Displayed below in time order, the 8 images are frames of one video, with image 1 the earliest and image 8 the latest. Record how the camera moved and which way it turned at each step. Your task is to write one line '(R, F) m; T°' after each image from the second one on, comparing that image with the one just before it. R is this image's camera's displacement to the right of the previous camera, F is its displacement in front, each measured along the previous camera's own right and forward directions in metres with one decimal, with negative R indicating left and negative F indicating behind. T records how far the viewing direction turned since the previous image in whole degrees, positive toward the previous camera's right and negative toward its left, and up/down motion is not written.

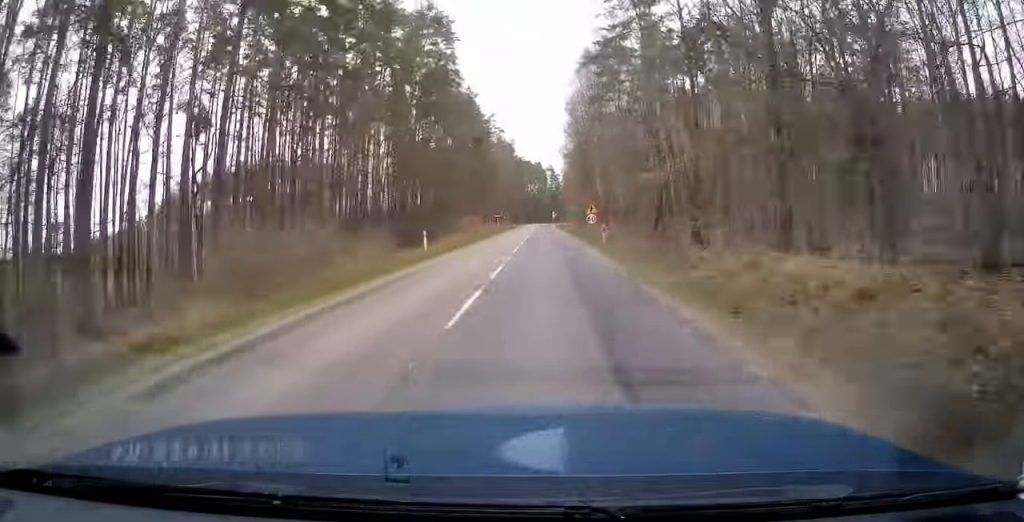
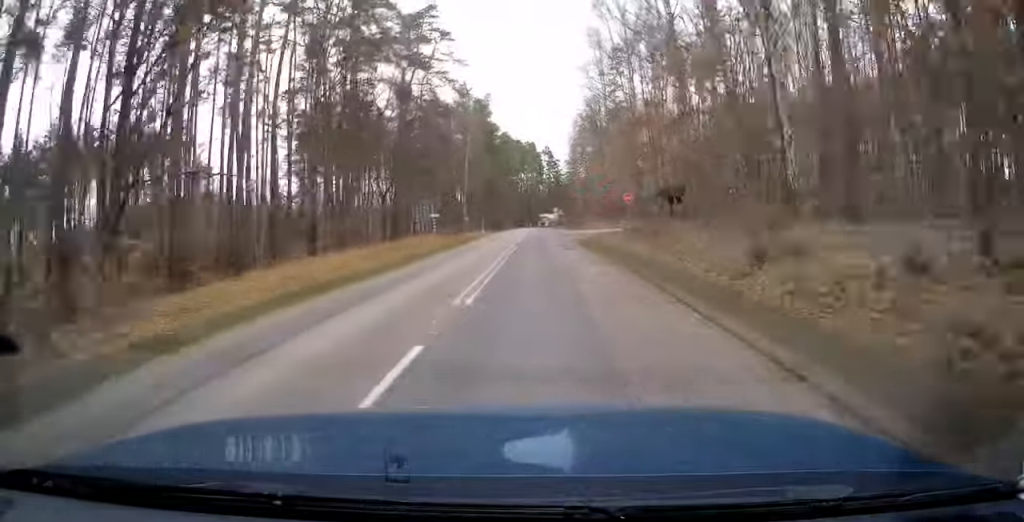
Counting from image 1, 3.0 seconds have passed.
(+0.2, +67.8) m; 0°
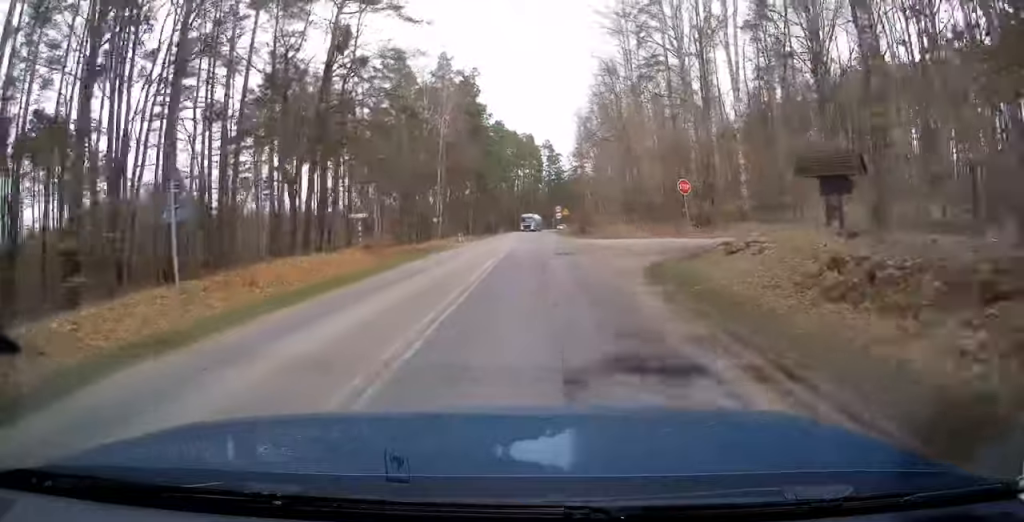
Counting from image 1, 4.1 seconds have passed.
(+0.1, +23.7) m; 0°
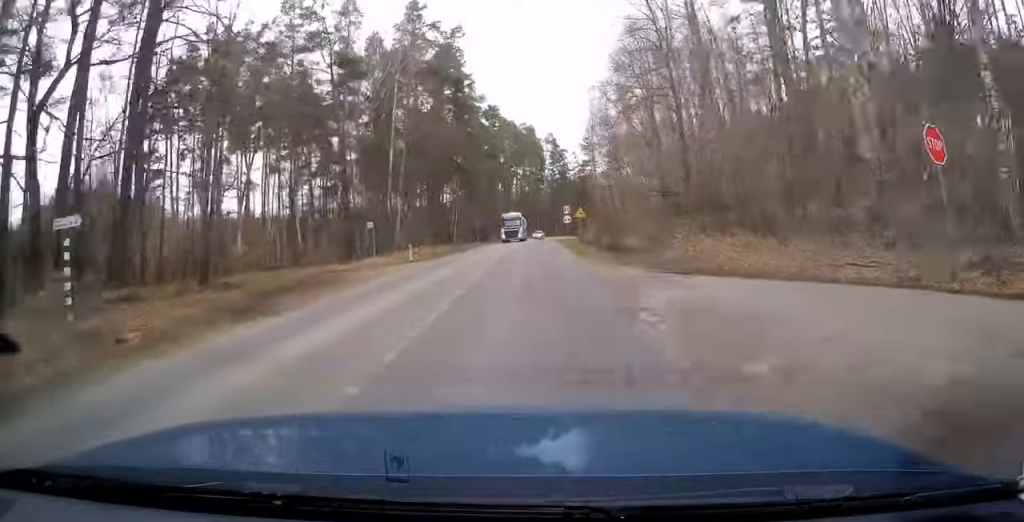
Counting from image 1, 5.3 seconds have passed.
(-0.2, +24.0) m; 0°
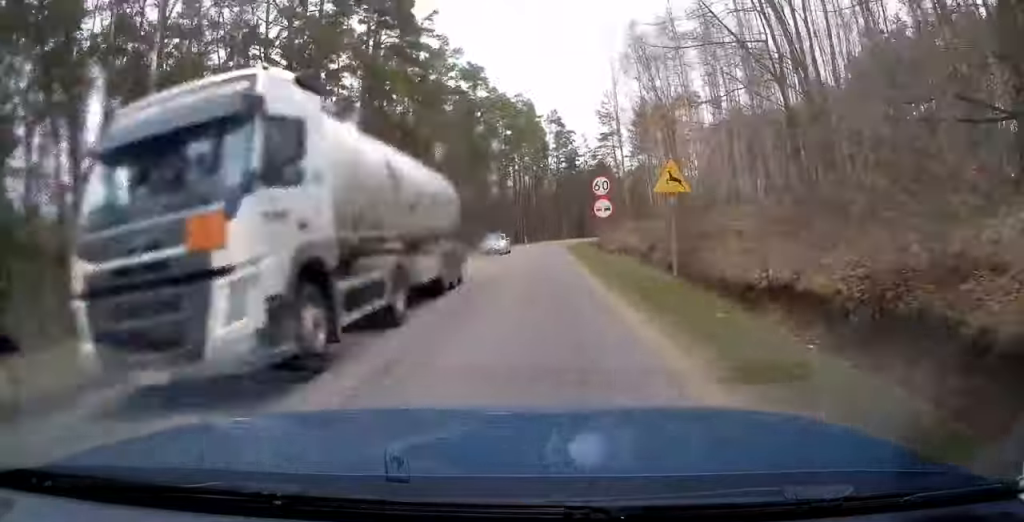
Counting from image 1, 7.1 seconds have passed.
(-0.1, +32.1) m; 0°
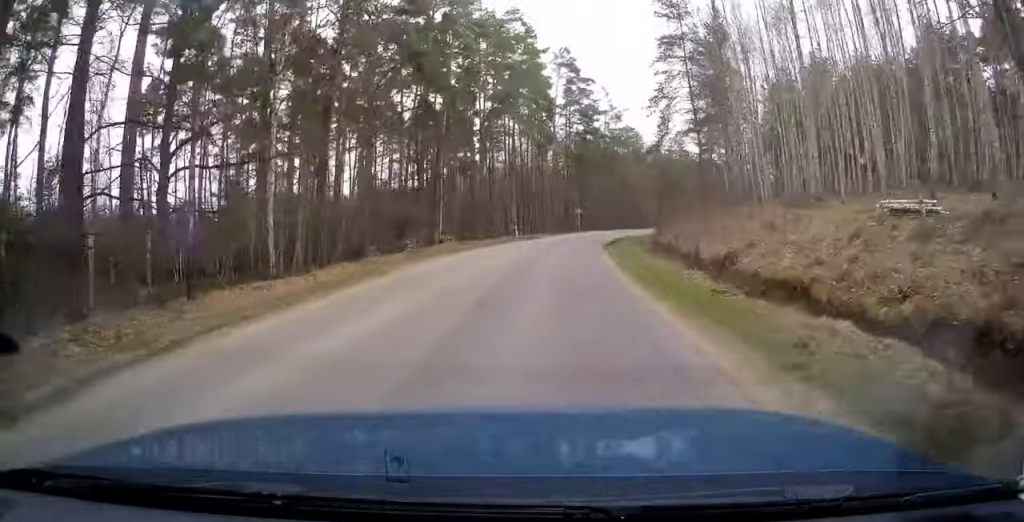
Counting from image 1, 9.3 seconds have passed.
(+0.1, +37.7) m; +3°
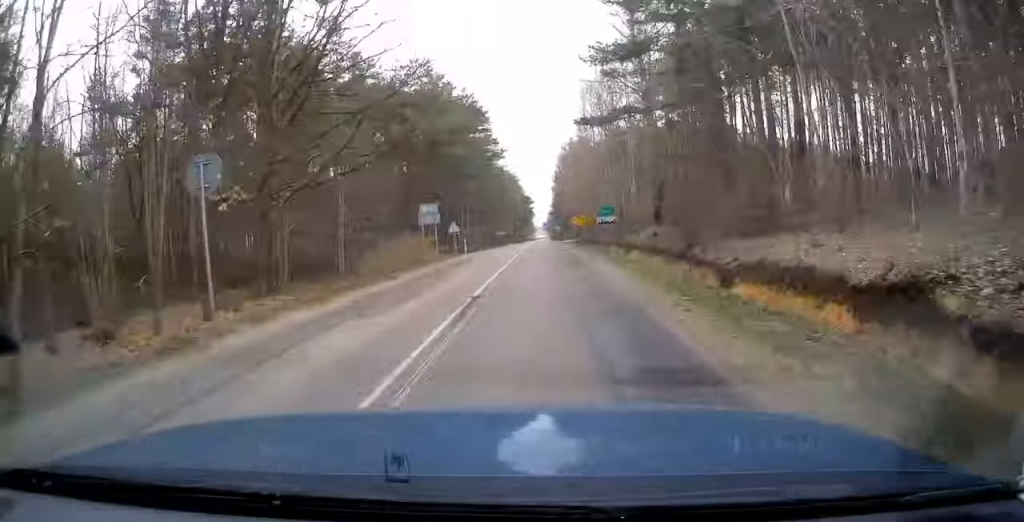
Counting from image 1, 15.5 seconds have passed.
(+24.0, +97.1) m; +25°
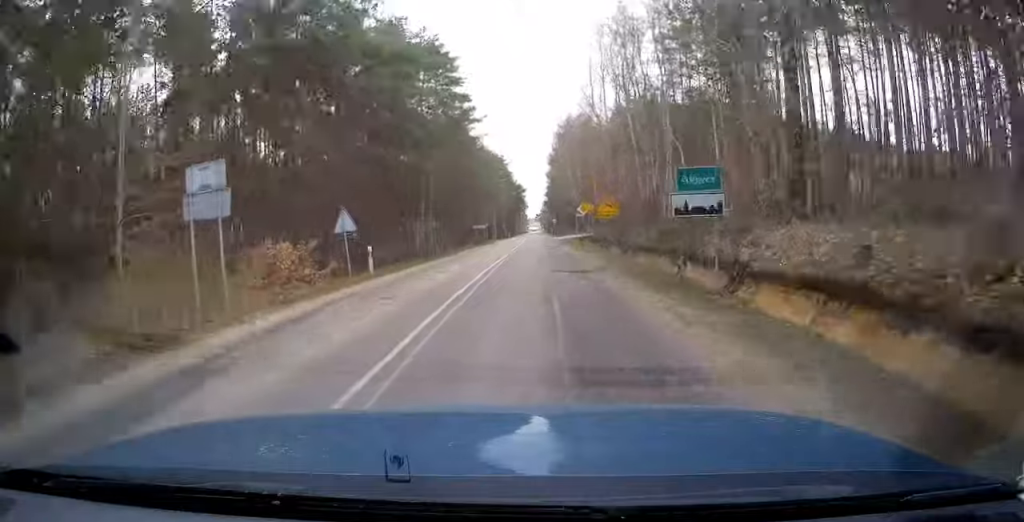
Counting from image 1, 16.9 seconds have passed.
(+0.5, +21.4) m; +1°
